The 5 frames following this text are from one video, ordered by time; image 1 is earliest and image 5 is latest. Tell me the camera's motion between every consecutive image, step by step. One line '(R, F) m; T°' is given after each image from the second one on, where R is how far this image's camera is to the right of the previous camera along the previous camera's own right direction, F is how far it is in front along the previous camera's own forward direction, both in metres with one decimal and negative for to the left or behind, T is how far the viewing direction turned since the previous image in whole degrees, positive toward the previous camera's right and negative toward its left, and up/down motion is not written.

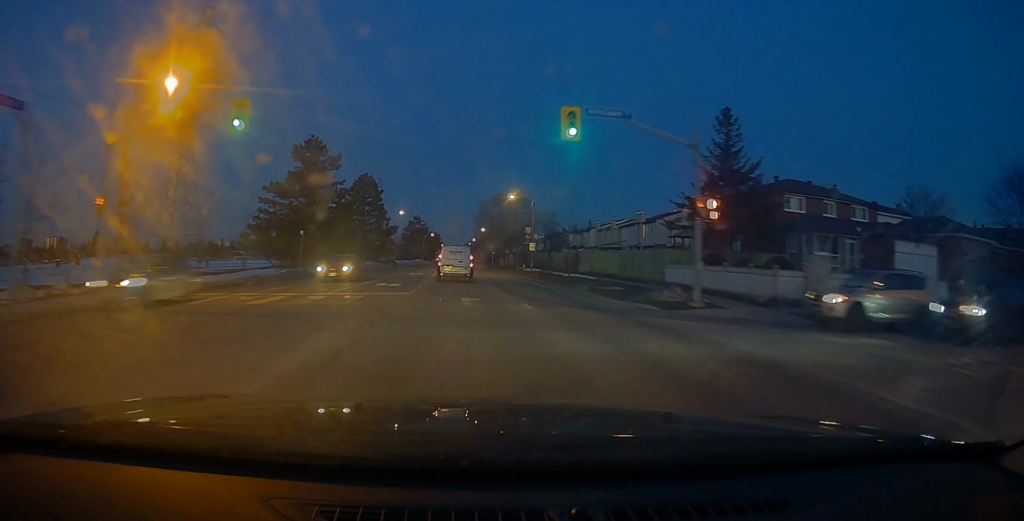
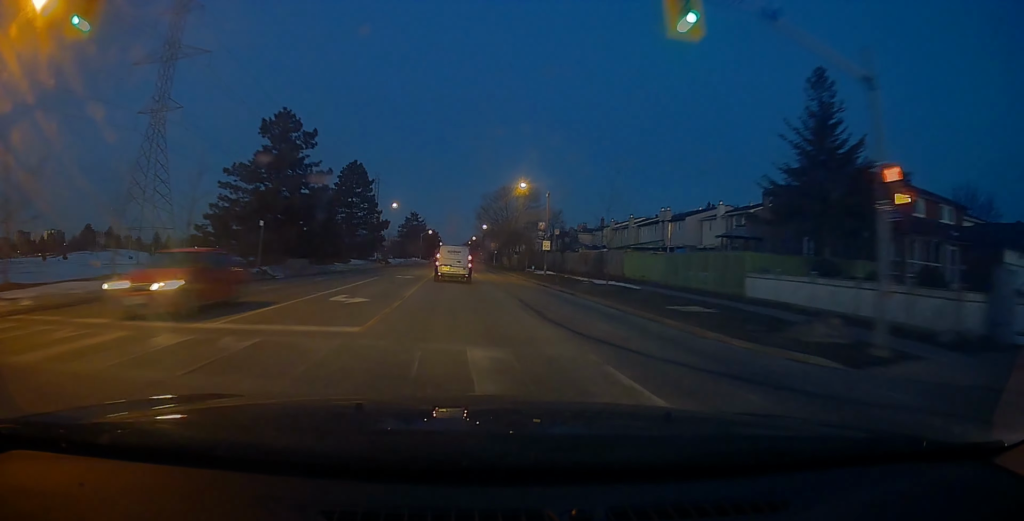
(-0.2, +9.3) m; -1°
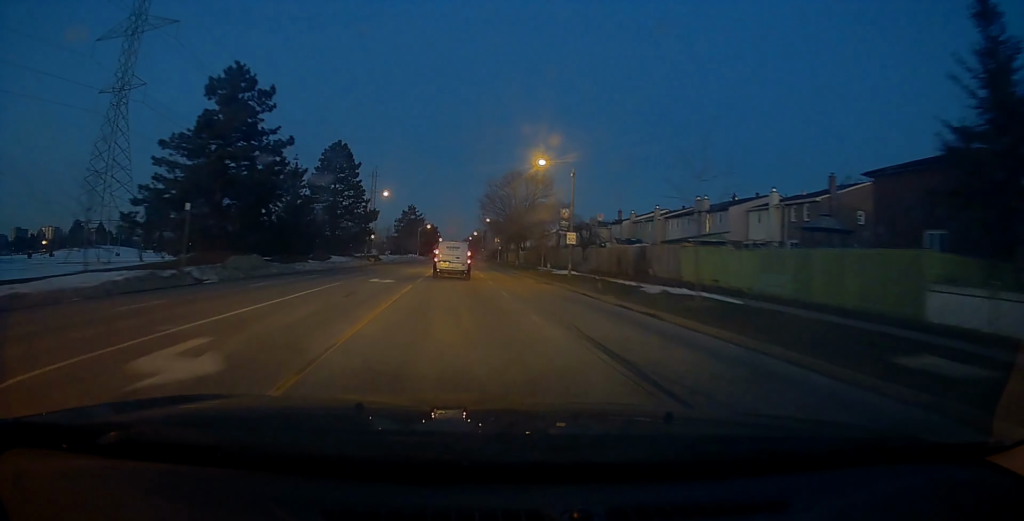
(0.0, +10.3) m; 0°
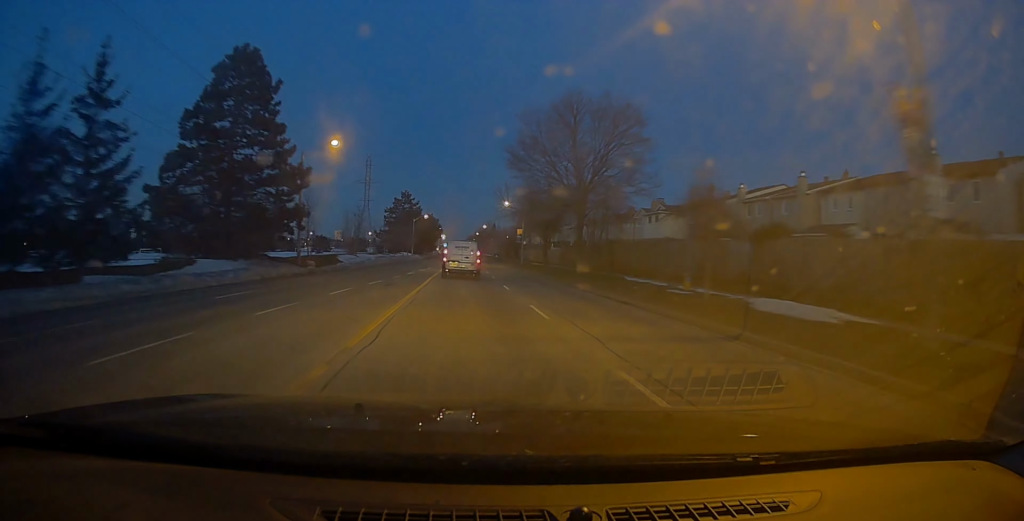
(+0.3, +31.2) m; 0°
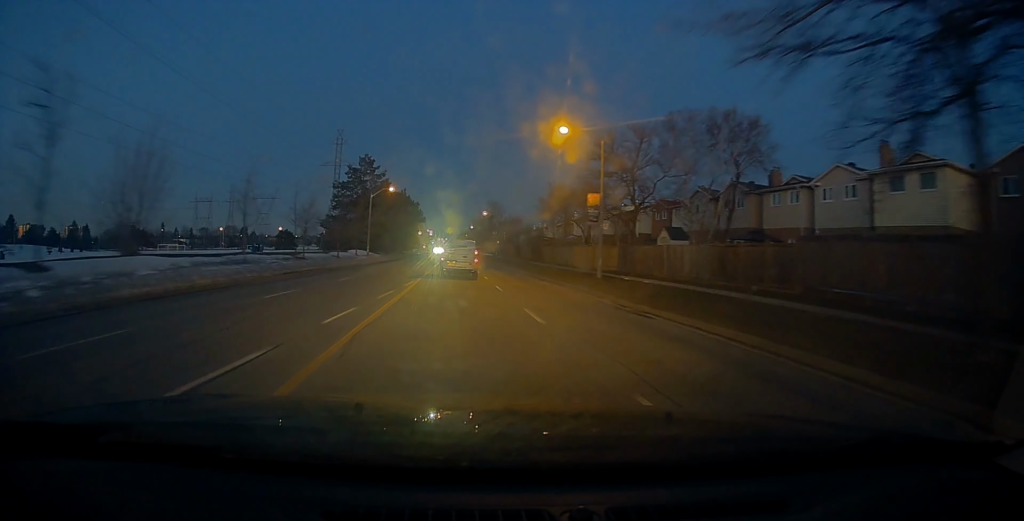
(-0.2, +44.1) m; 0°
